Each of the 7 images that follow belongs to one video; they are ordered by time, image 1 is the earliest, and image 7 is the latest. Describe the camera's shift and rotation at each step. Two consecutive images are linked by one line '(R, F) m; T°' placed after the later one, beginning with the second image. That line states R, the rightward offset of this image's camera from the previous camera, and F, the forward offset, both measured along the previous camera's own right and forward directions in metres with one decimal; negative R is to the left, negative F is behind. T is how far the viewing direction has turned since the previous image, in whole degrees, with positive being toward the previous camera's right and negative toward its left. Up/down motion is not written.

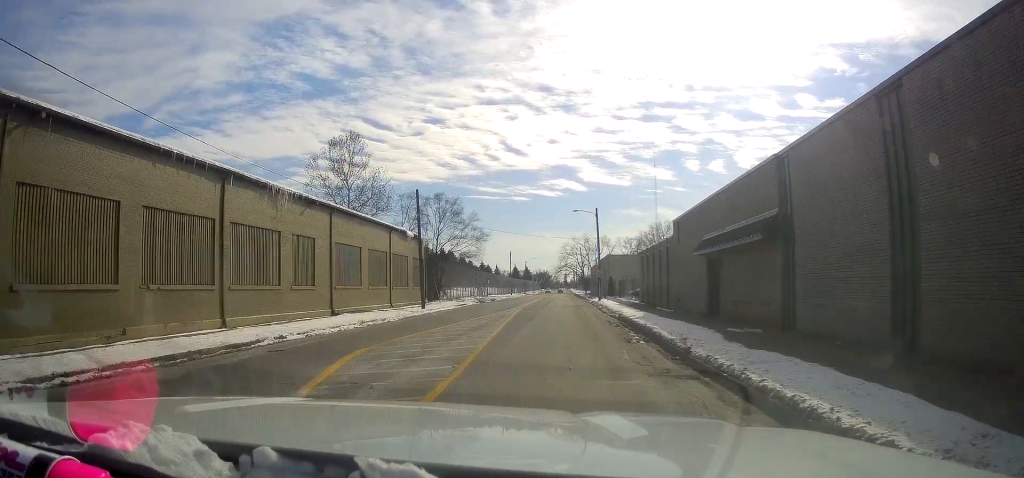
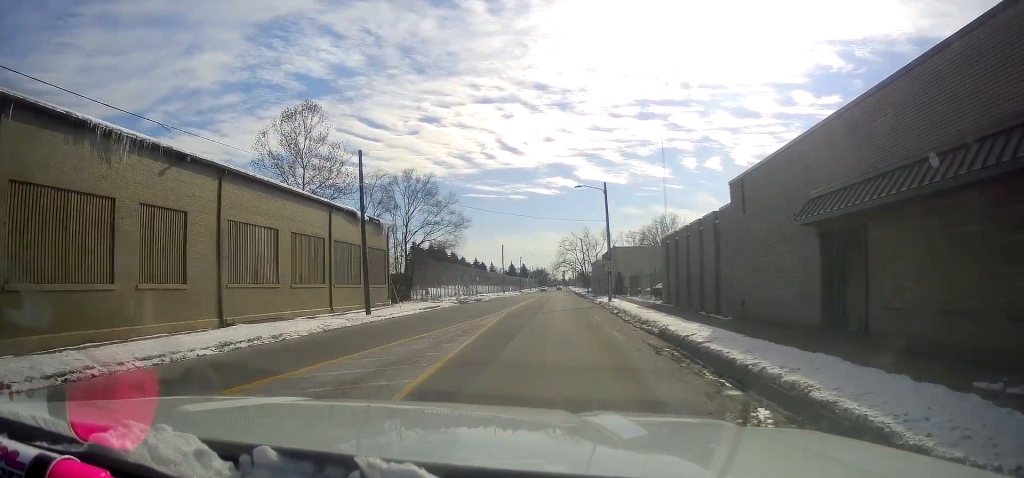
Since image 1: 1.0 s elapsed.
(0.0, +13.0) m; 0°
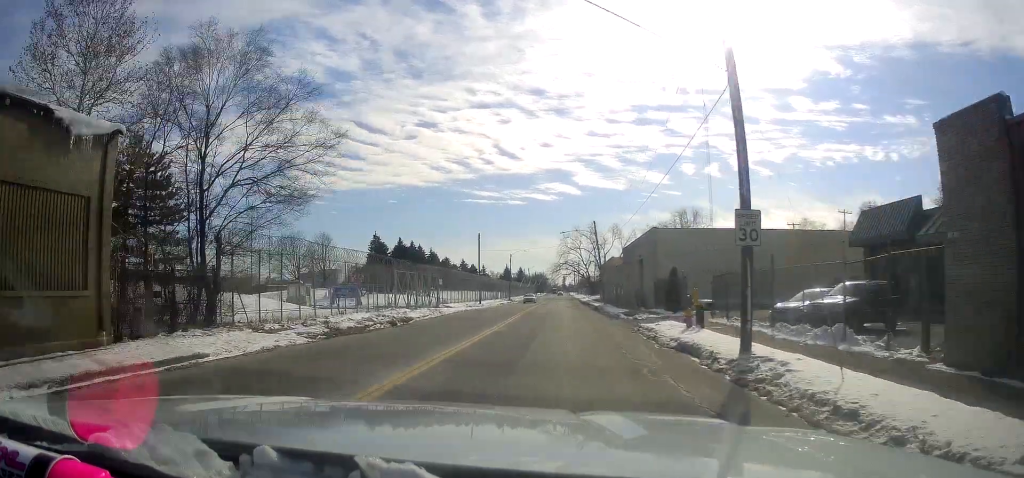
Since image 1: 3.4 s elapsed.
(-1.4, +32.7) m; -1°
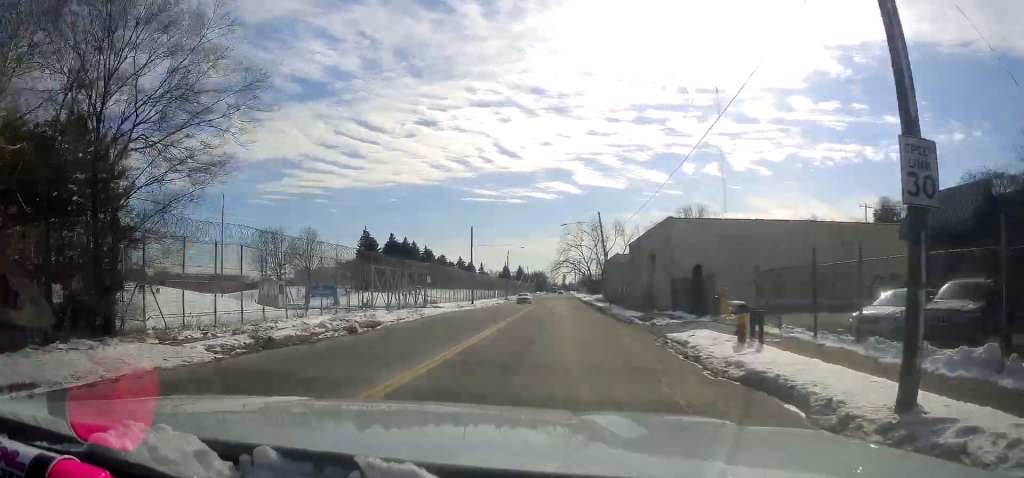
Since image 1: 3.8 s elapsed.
(+0.2, +6.3) m; +1°
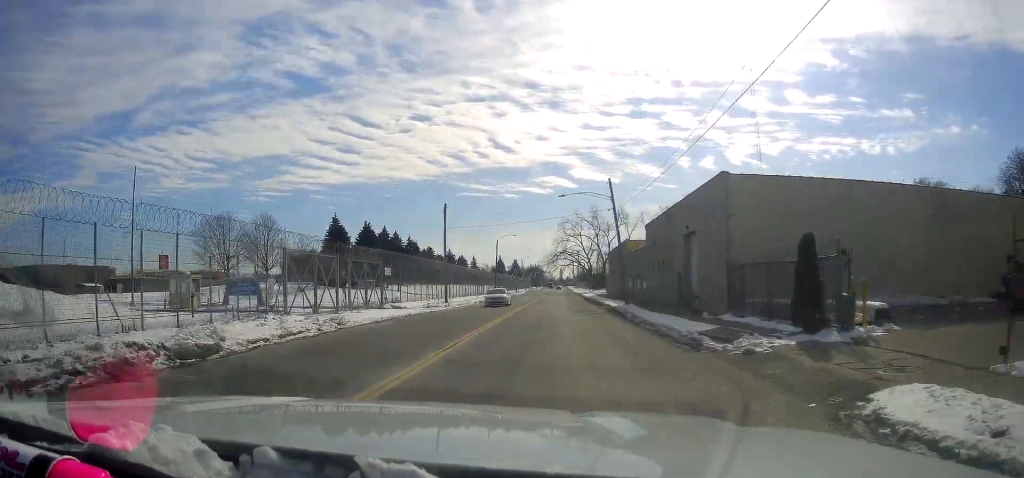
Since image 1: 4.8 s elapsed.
(+0.1, +14.2) m; 0°
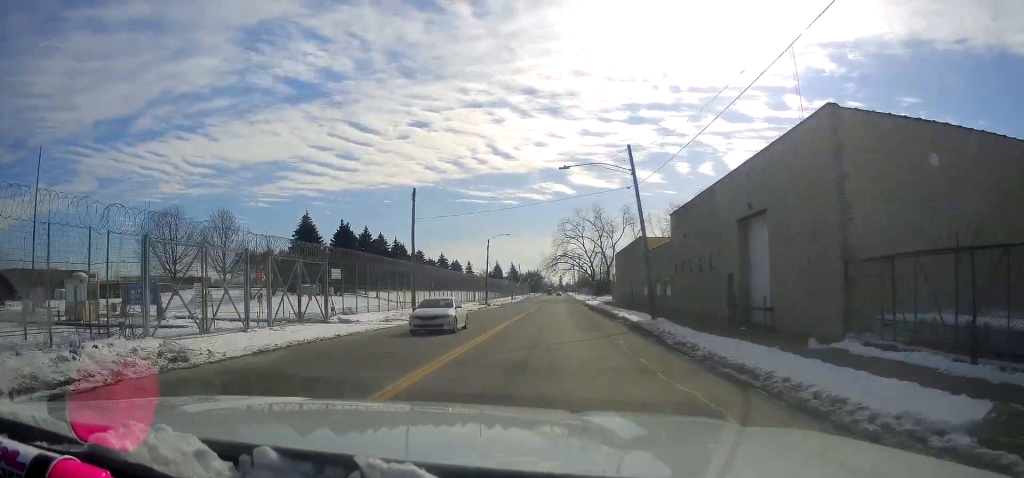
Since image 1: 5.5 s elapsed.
(0.0, +11.5) m; 0°
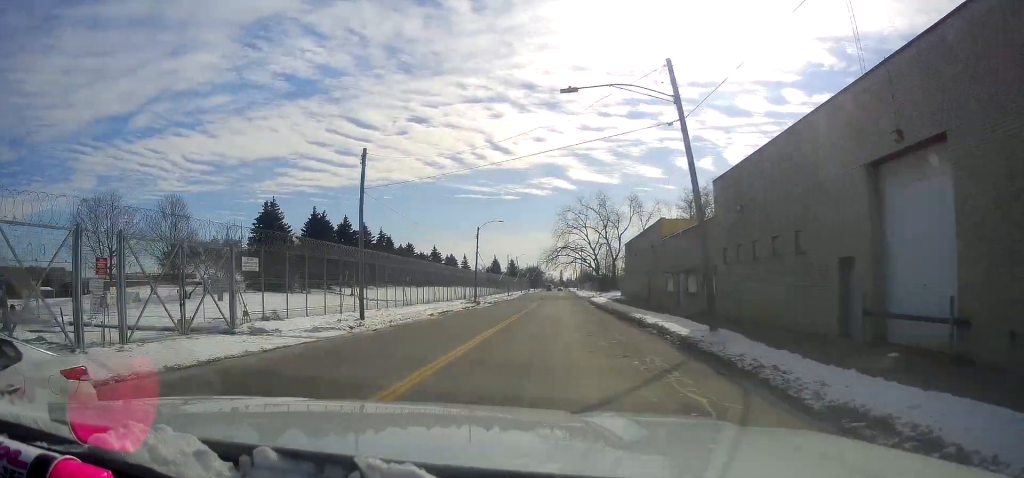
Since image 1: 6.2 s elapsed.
(0.0, +11.2) m; 0°
